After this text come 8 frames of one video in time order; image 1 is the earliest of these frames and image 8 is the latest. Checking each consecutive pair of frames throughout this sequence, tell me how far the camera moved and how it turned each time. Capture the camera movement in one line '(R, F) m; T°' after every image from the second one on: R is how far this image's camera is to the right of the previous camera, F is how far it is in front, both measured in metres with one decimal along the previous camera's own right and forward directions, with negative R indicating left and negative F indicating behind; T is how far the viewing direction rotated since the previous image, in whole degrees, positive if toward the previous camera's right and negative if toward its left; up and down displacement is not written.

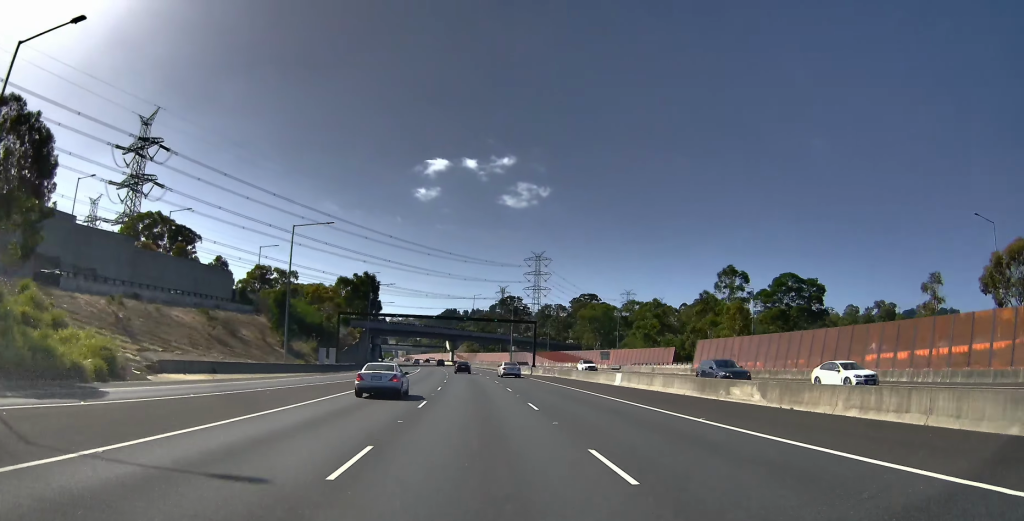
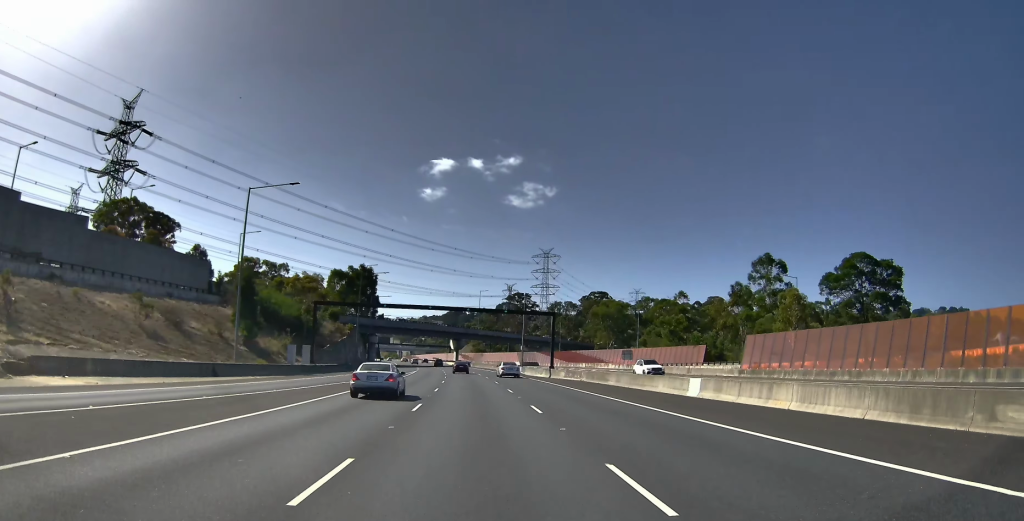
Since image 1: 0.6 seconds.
(+0.2, +11.7) m; +1°
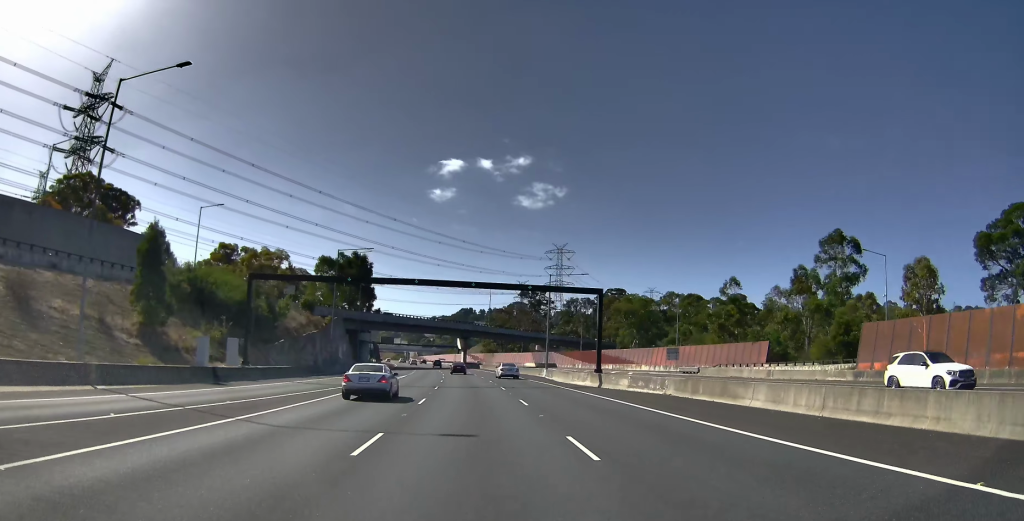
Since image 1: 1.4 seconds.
(0.0, +18.4) m; 0°
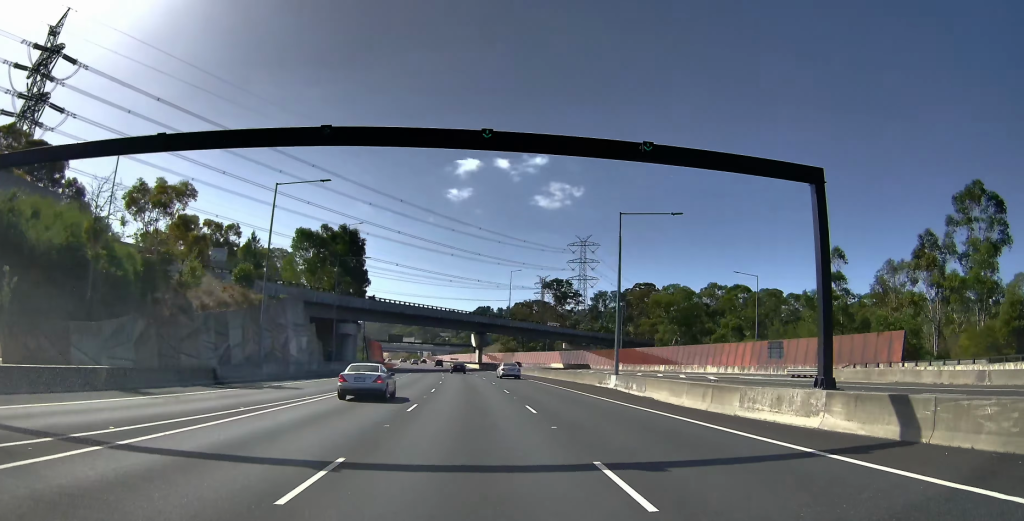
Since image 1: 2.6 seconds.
(0.0, +26.3) m; 0°
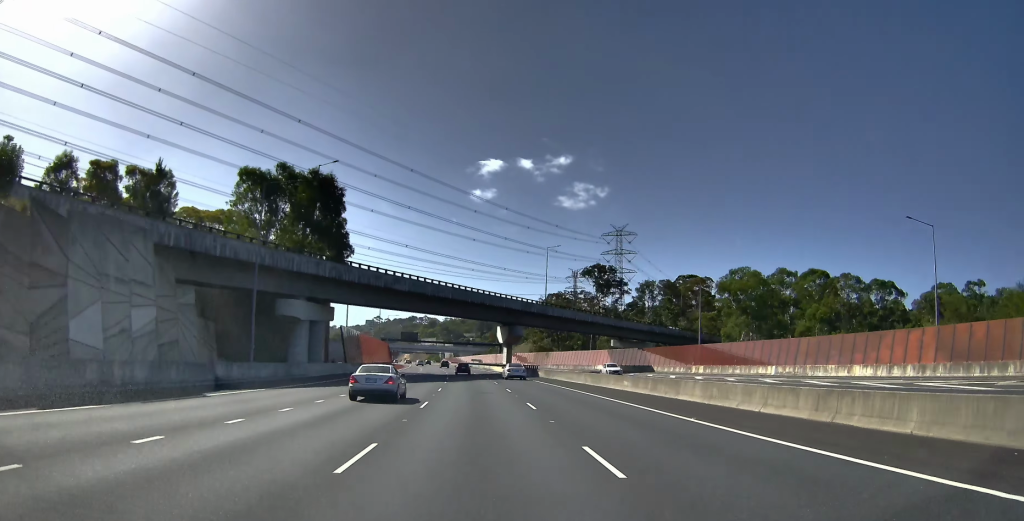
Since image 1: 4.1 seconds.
(0.0, +35.9) m; 0°
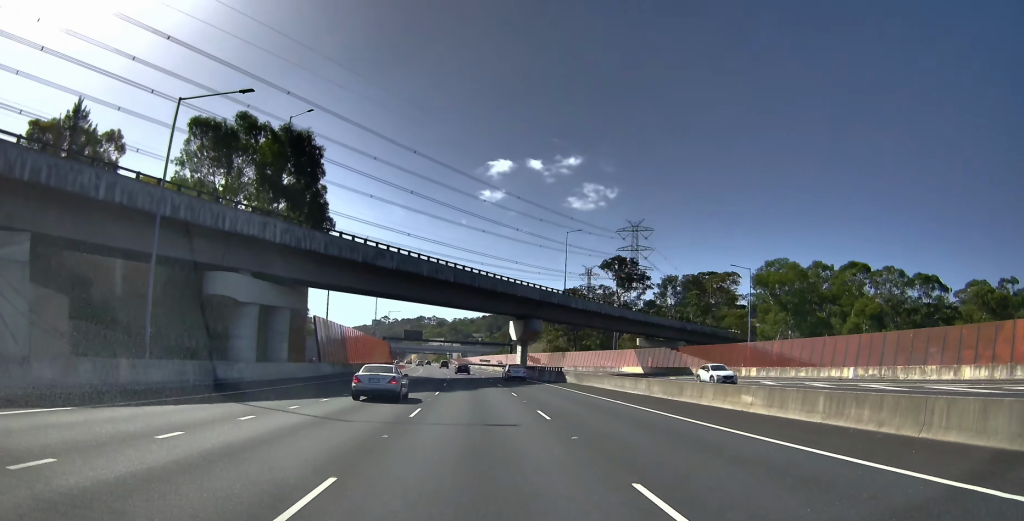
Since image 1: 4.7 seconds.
(0.0, +17.7) m; +2°
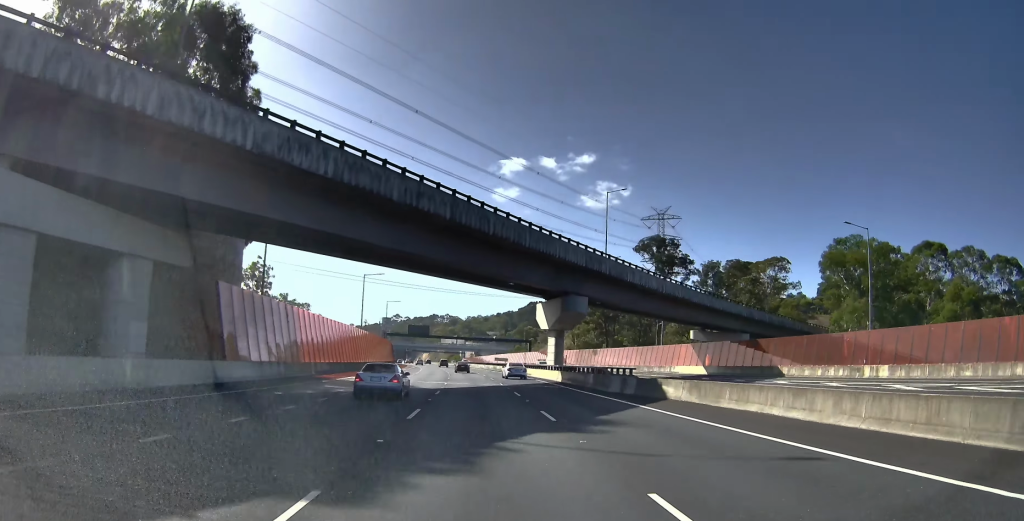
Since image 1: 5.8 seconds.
(+1.0, +30.2) m; +4°
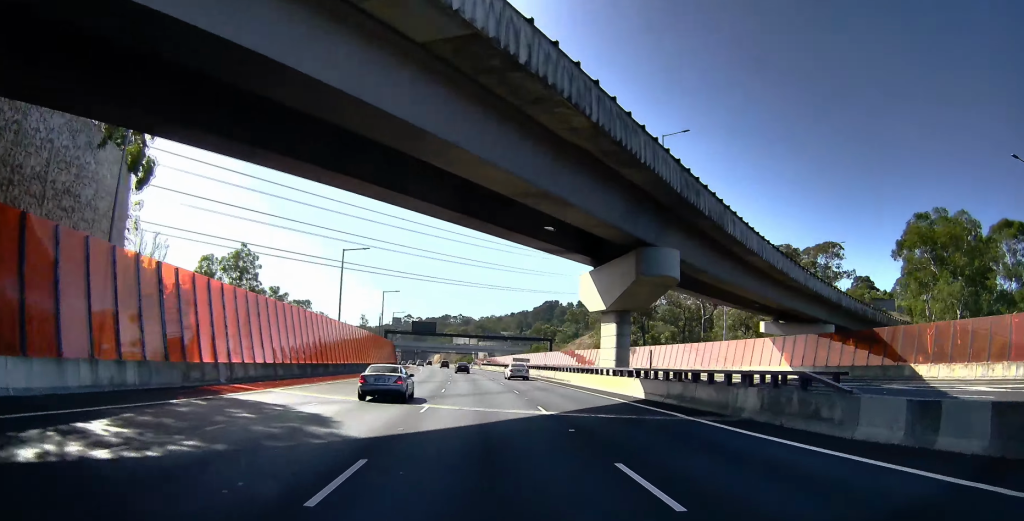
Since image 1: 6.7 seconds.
(+0.7, +28.4) m; +1°
